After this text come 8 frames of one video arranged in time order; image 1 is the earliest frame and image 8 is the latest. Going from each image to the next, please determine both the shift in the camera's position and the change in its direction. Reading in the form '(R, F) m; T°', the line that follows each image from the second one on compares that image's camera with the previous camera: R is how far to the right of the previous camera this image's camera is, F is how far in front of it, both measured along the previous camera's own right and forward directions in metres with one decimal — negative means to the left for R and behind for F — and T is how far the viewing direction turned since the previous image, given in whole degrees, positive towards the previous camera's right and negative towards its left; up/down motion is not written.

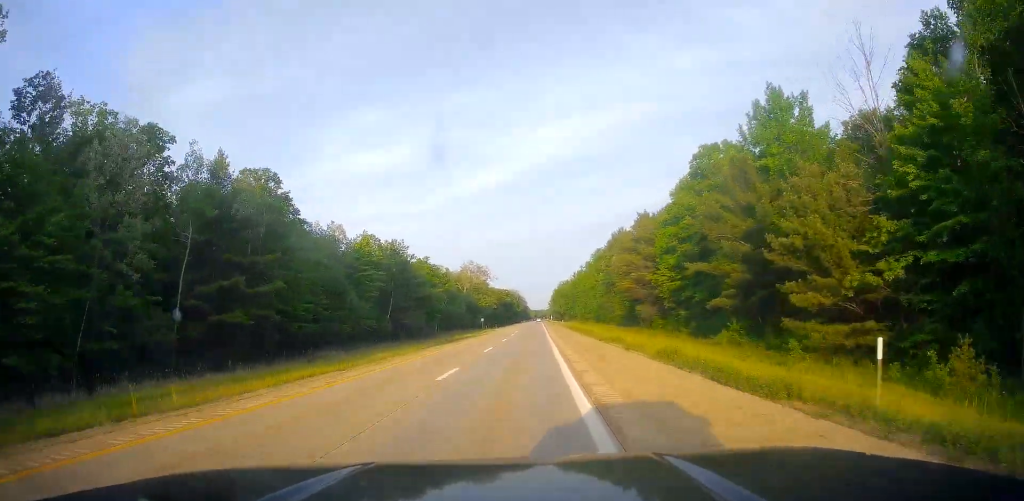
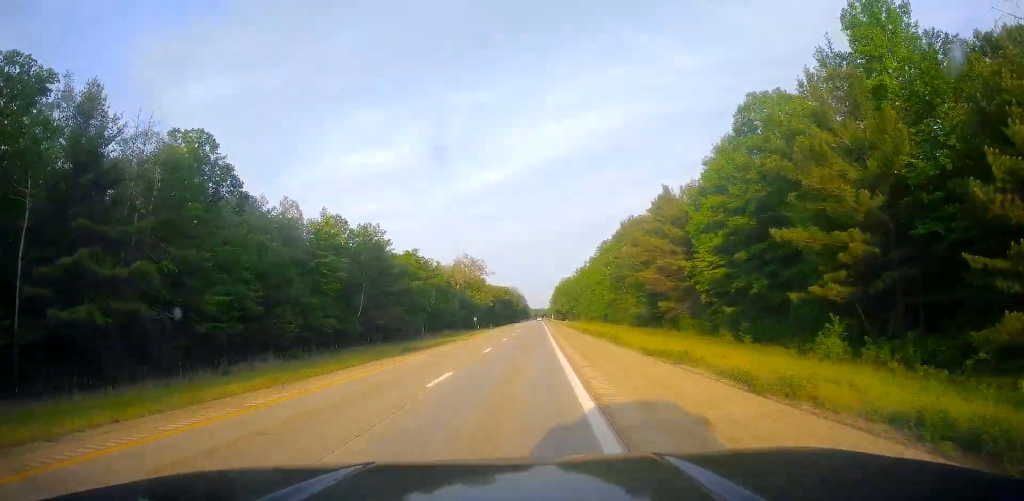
(-0.1, +16.8) m; 0°
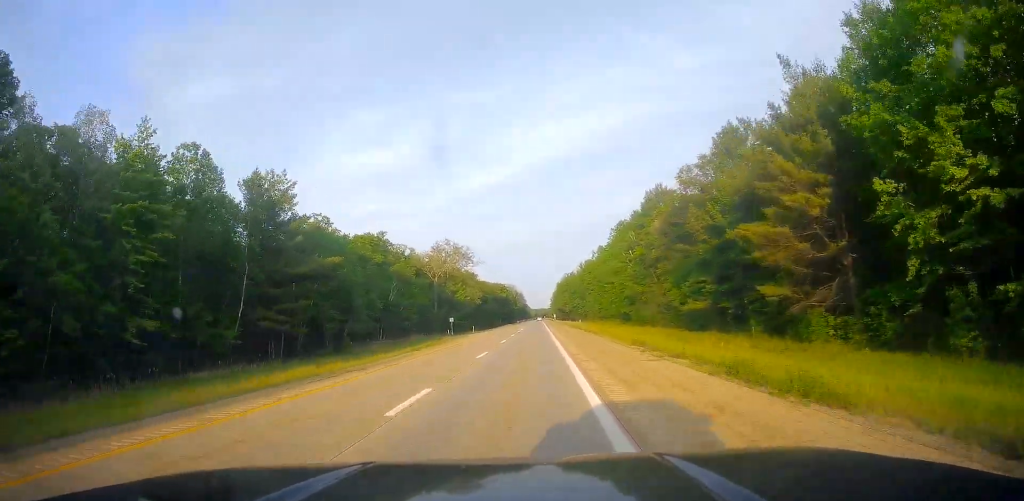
(+0.1, +35.0) m; 0°
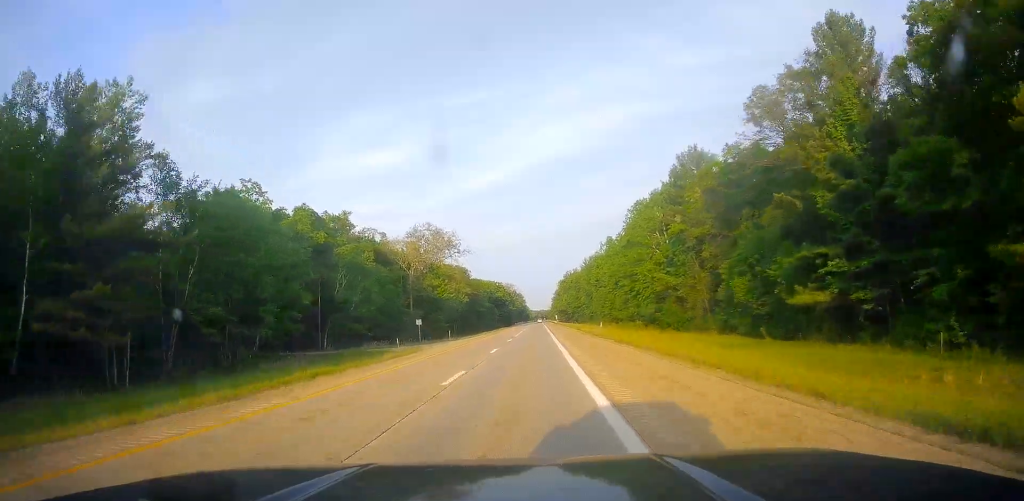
(-0.2, +25.3) m; 0°
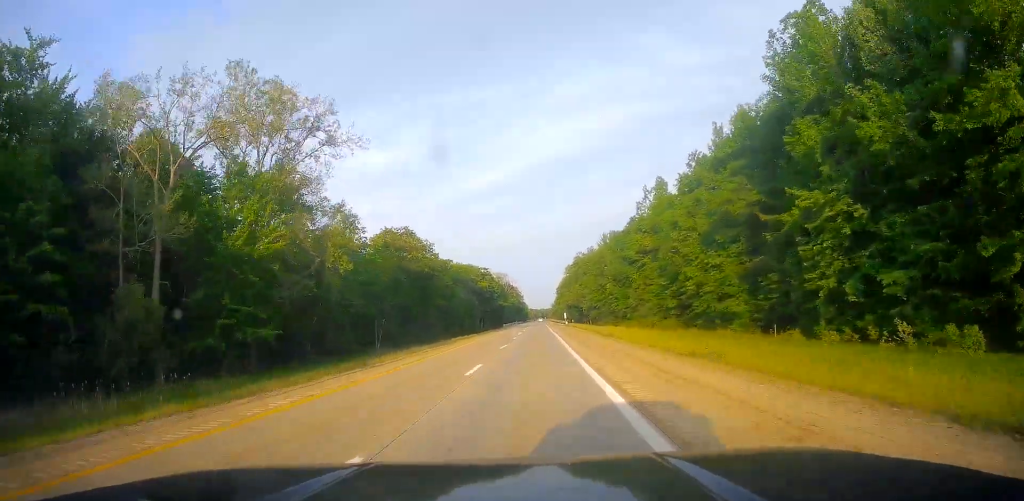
(+0.1, +73.4) m; 0°
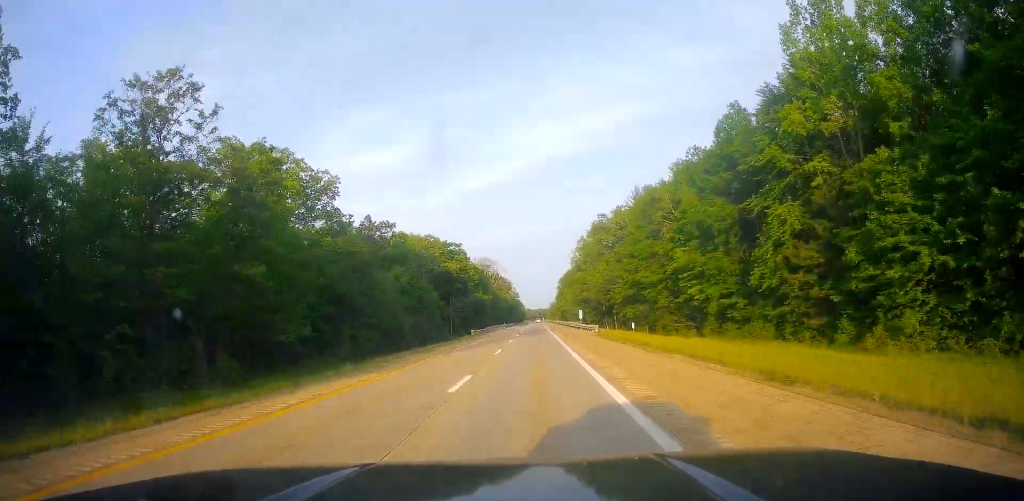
(+0.1, +64.9) m; 0°
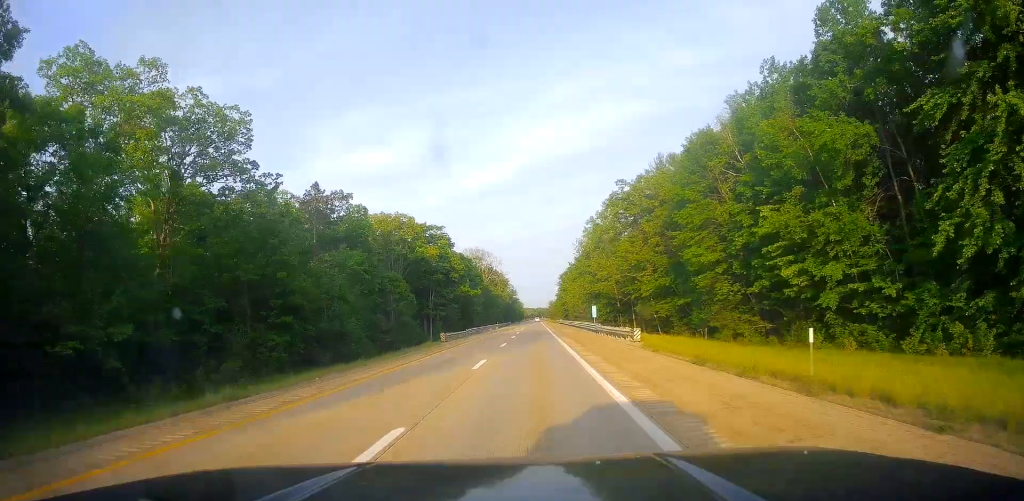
(-0.3, +24.1) m; 0°
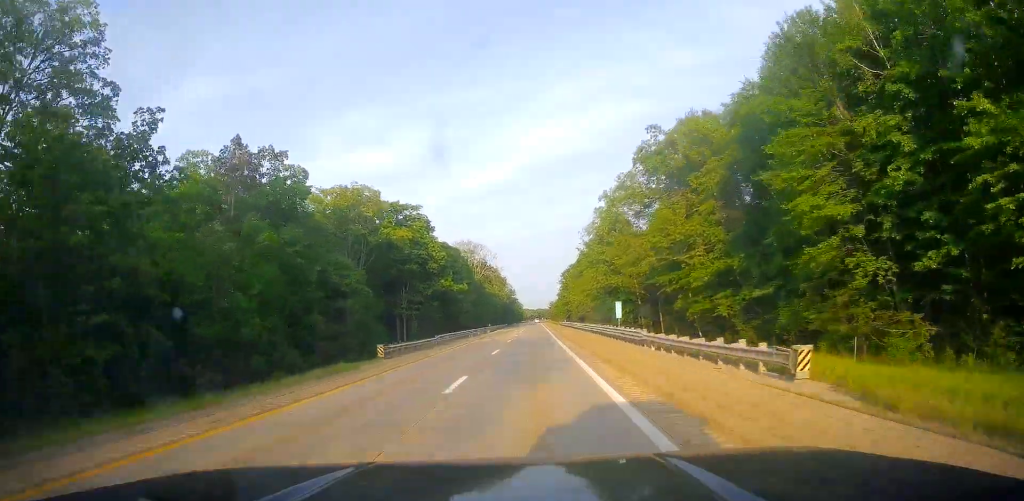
(+0.3, +21.8) m; 0°
